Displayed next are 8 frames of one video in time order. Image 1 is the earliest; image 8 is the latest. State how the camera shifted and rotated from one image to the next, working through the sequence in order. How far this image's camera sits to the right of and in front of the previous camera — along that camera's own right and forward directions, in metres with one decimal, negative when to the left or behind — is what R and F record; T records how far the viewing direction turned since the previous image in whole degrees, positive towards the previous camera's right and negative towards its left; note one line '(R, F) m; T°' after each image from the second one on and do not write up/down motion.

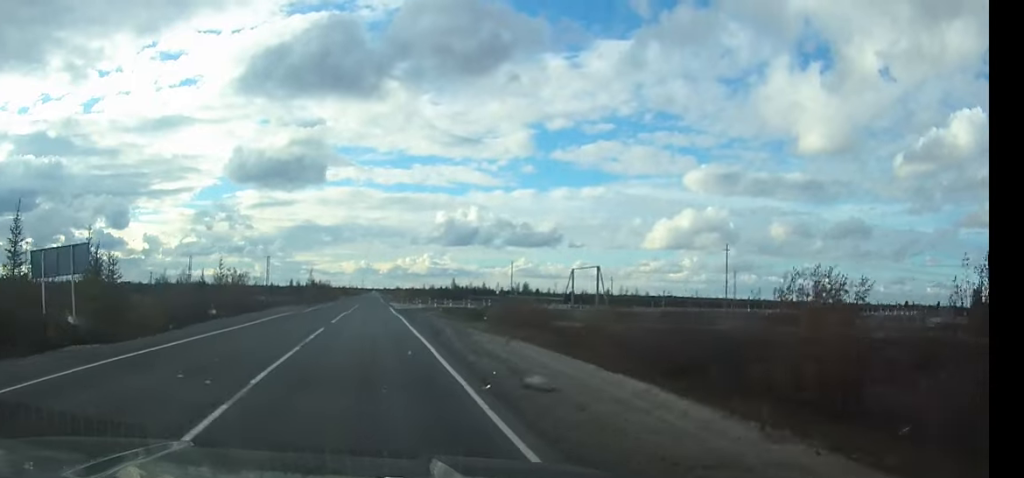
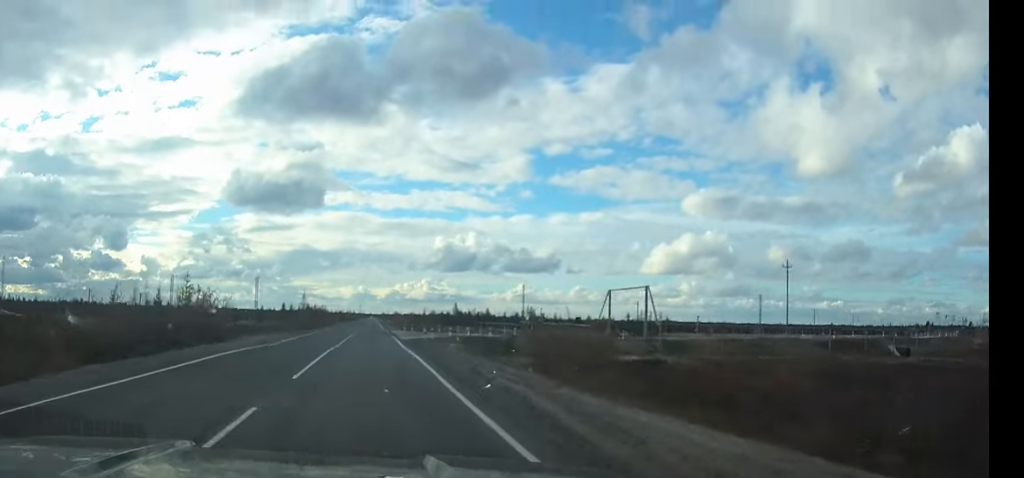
(+0.1, +14.2) m; 0°
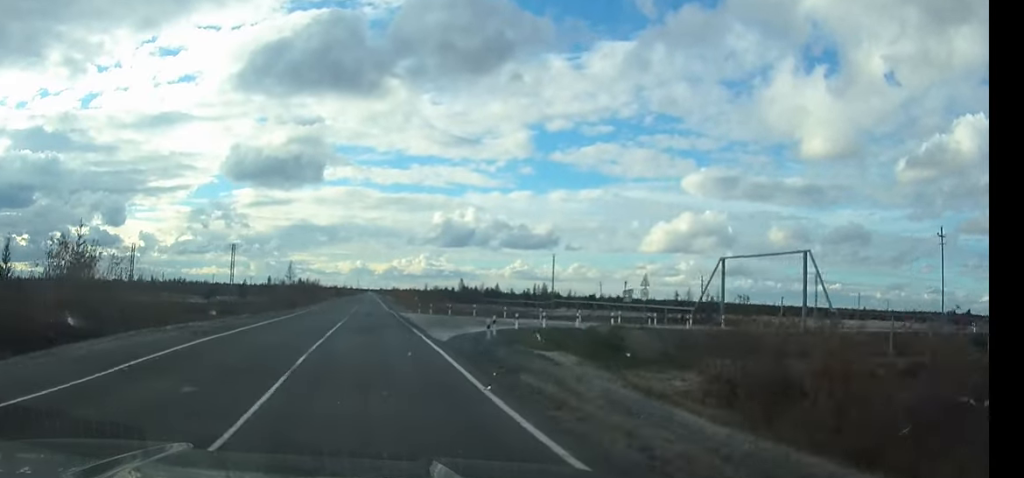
(+0.1, +26.0) m; 0°
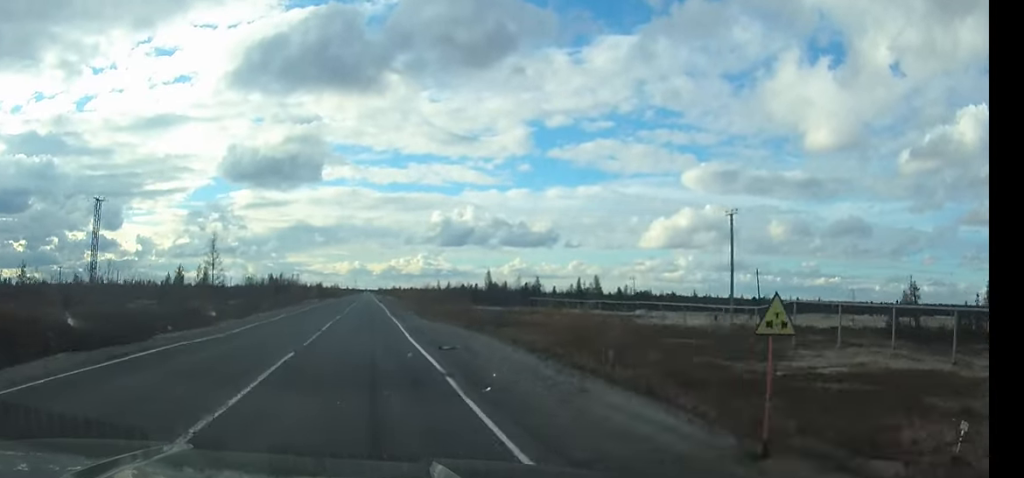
(+0.2, +63.1) m; 0°
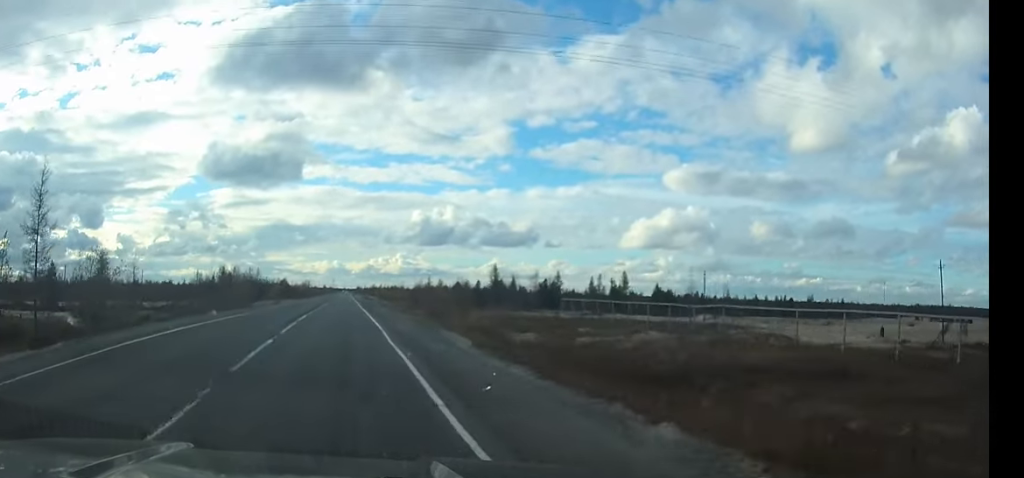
(0.0, +38.2) m; 0°
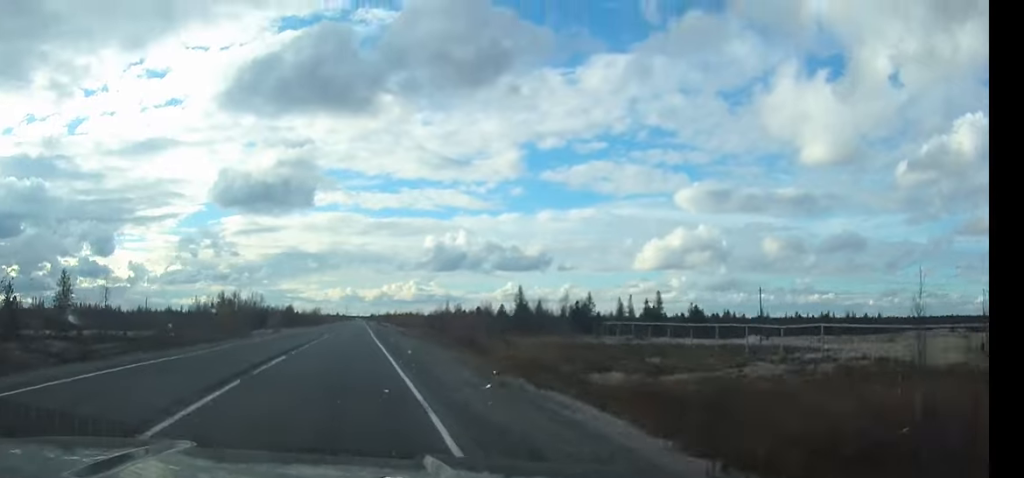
(0.0, +12.8) m; 0°
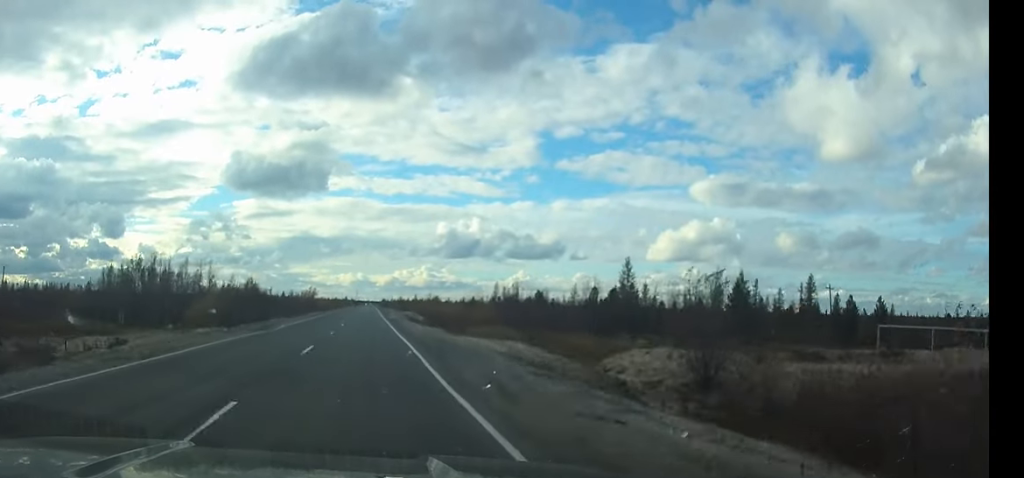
(-0.1, +57.8) m; 0°
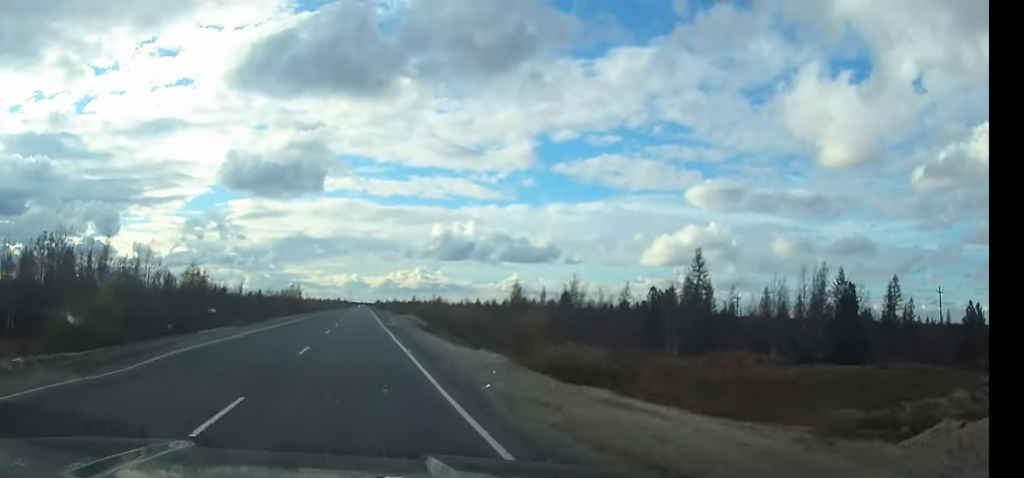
(0.0, +23.6) m; 0°
